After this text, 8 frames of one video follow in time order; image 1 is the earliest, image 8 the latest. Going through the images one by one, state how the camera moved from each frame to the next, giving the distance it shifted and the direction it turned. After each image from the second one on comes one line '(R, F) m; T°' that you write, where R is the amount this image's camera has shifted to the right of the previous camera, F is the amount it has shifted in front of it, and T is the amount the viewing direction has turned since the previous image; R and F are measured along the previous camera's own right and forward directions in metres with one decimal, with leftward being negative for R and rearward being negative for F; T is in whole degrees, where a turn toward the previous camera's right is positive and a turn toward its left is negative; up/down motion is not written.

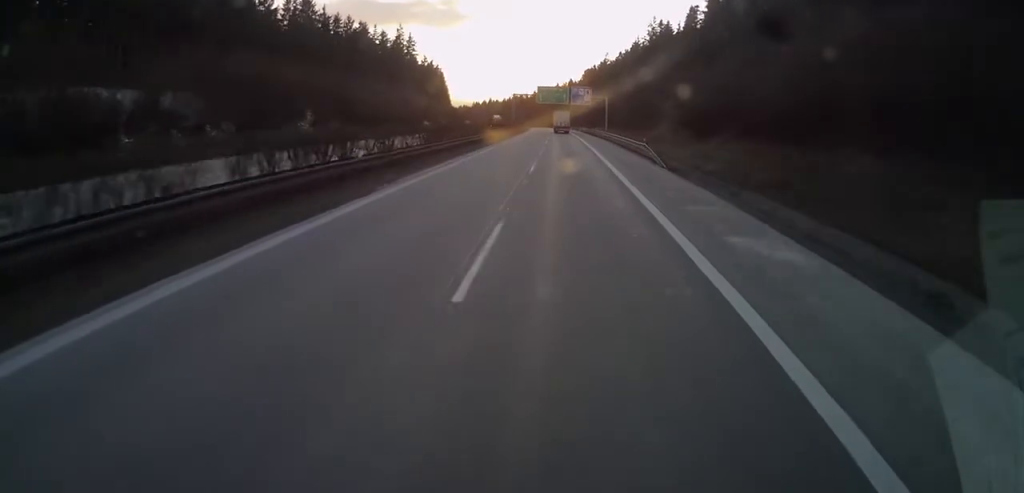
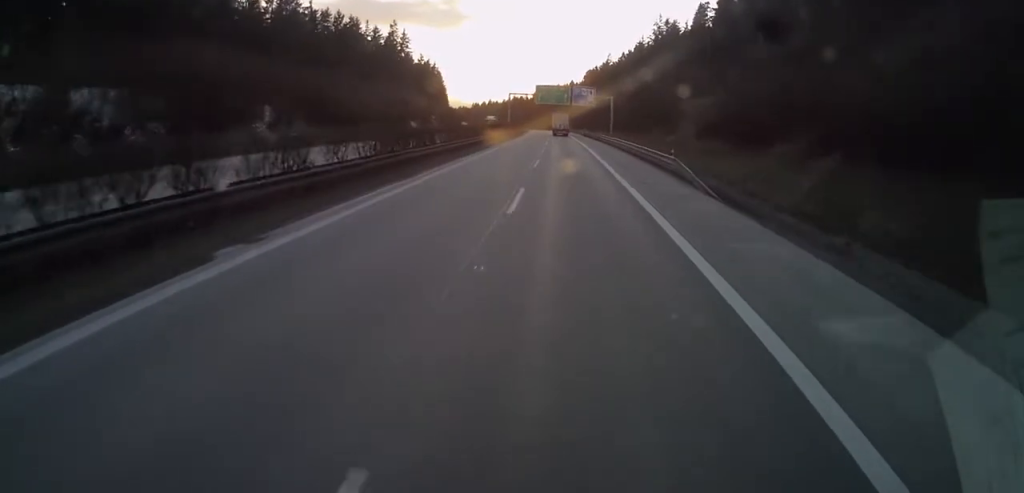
(0.0, +10.2) m; 0°
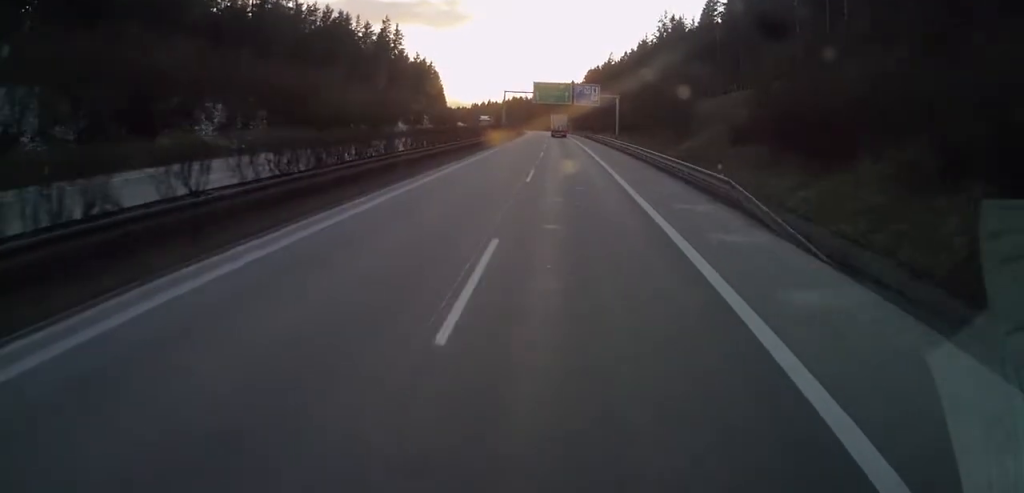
(0.0, +9.4) m; 0°
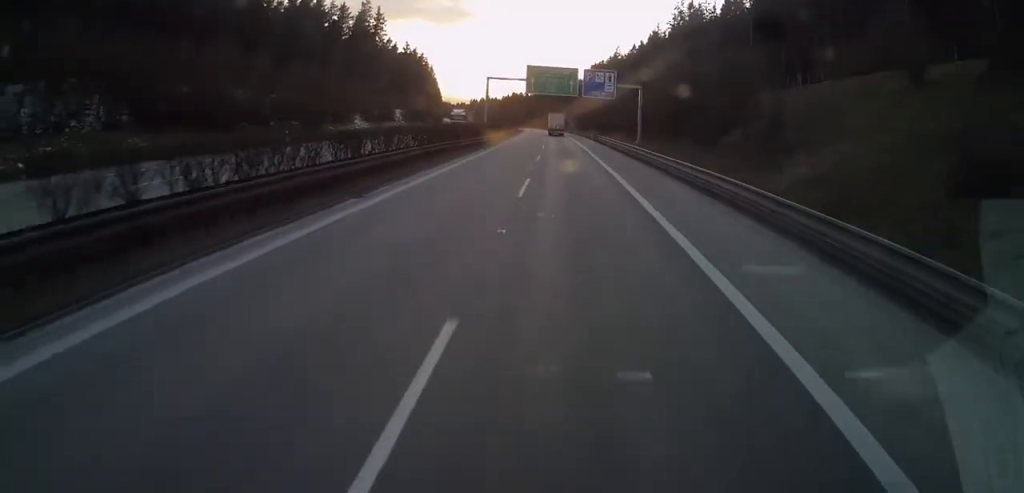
(0.0, +23.5) m; 0°
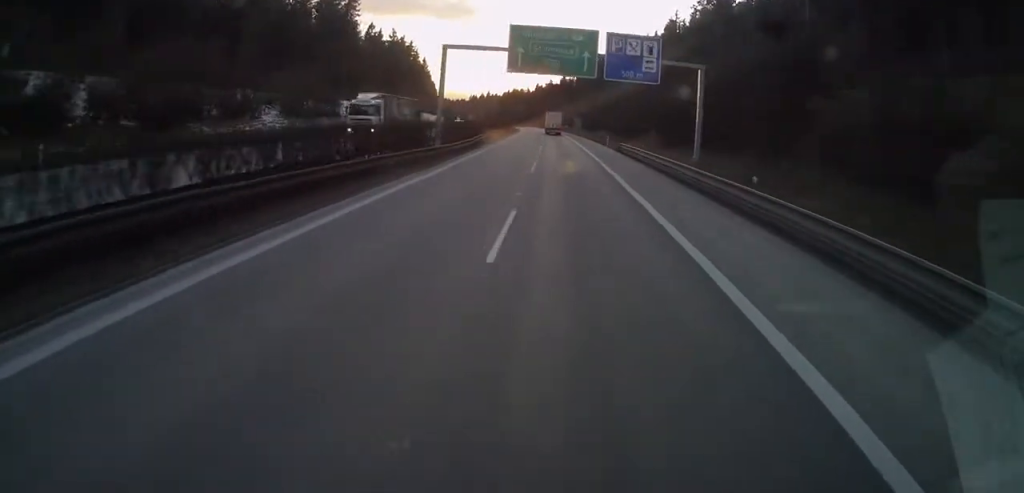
(0.0, +27.4) m; 0°
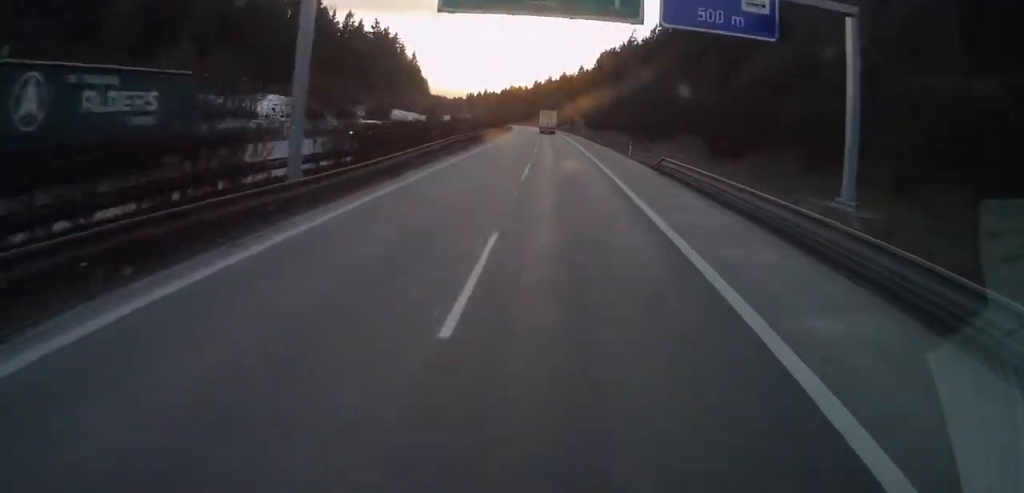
(0.0, +22.0) m; 0°
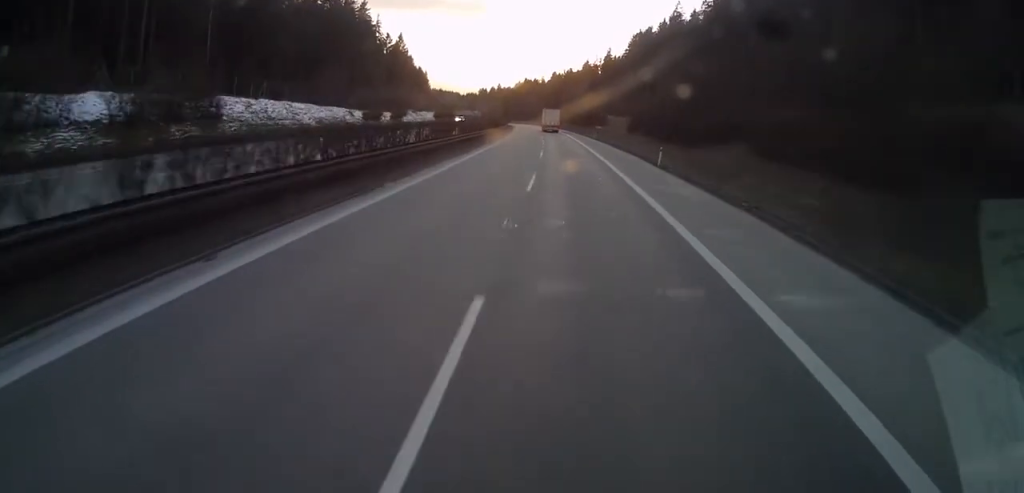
(0.0, +57.9) m; 0°
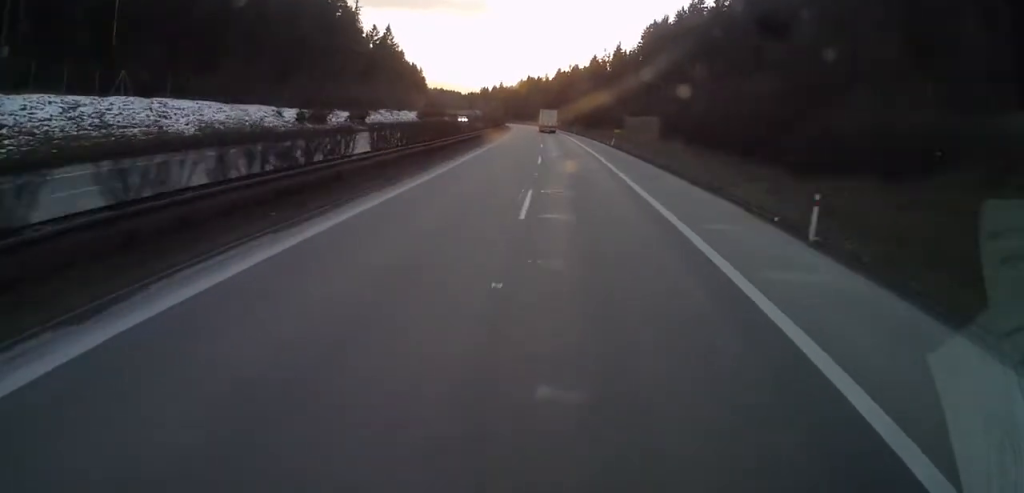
(0.0, +23.5) m; 0°
